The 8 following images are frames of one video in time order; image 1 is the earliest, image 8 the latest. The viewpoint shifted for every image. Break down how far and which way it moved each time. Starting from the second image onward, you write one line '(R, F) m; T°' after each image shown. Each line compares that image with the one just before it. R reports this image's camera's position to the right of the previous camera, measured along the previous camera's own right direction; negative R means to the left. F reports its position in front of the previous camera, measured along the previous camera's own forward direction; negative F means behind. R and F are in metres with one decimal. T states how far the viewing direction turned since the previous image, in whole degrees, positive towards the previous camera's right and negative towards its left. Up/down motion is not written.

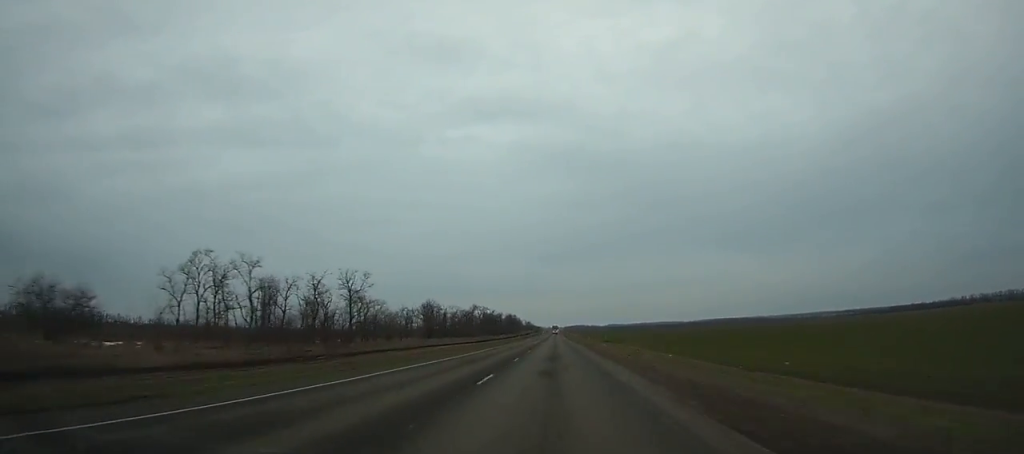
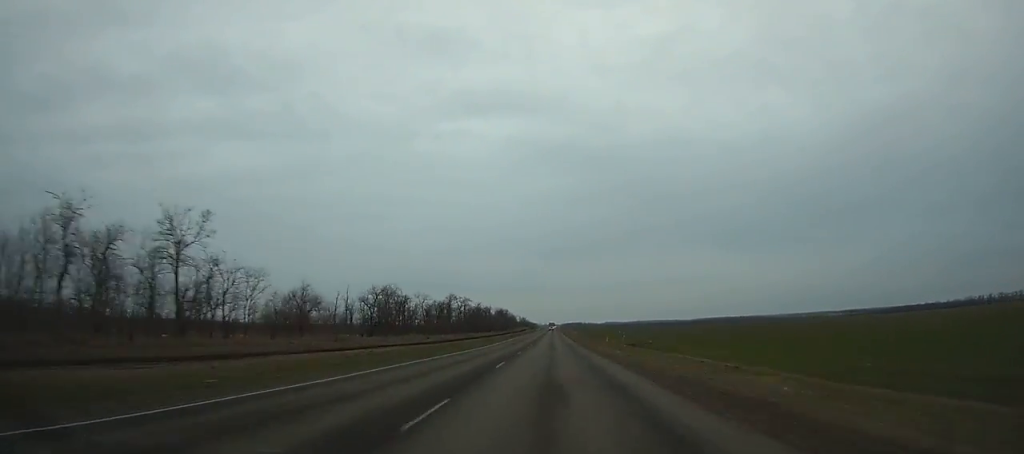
(+0.1, +42.5) m; 0°
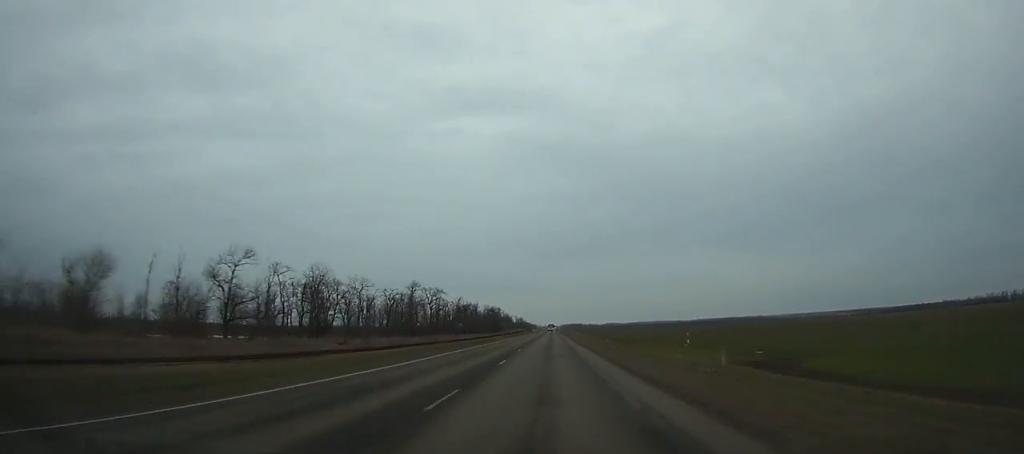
(0.0, +45.9) m; 0°
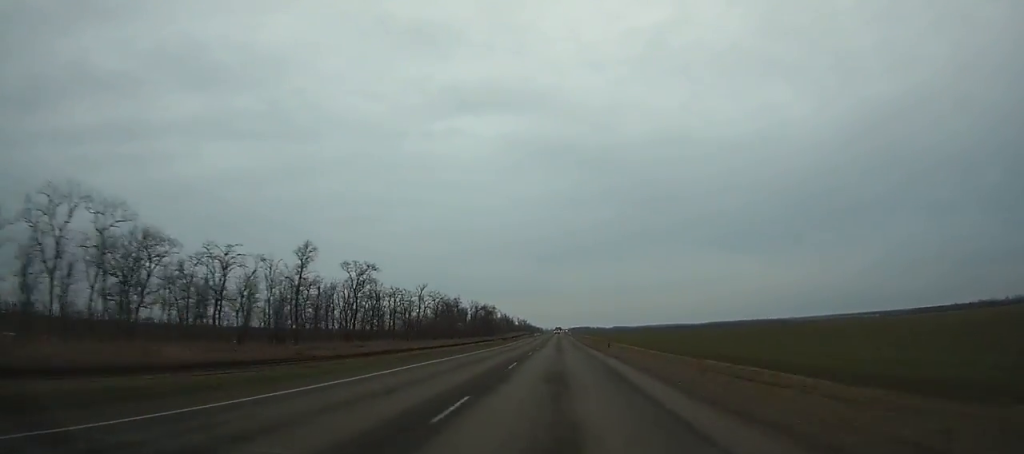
(0.0, +60.5) m; 0°
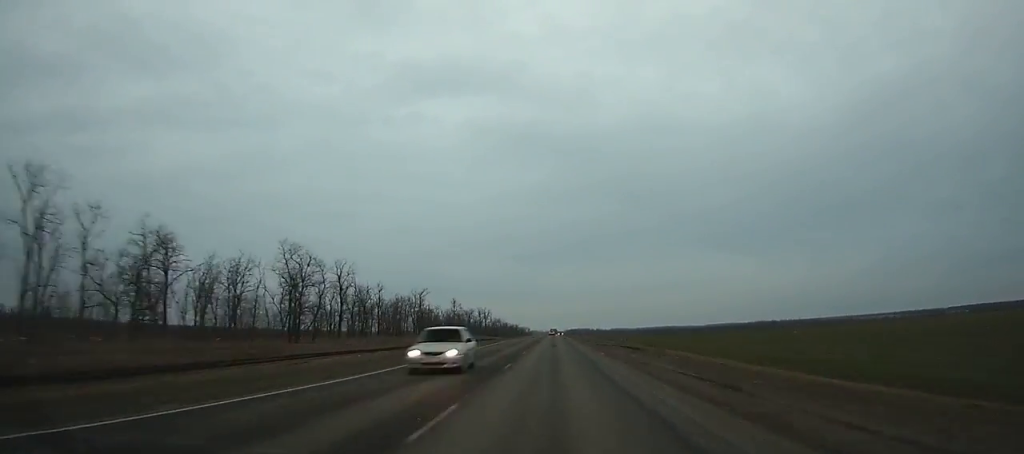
(+0.4, +248.7) m; 0°
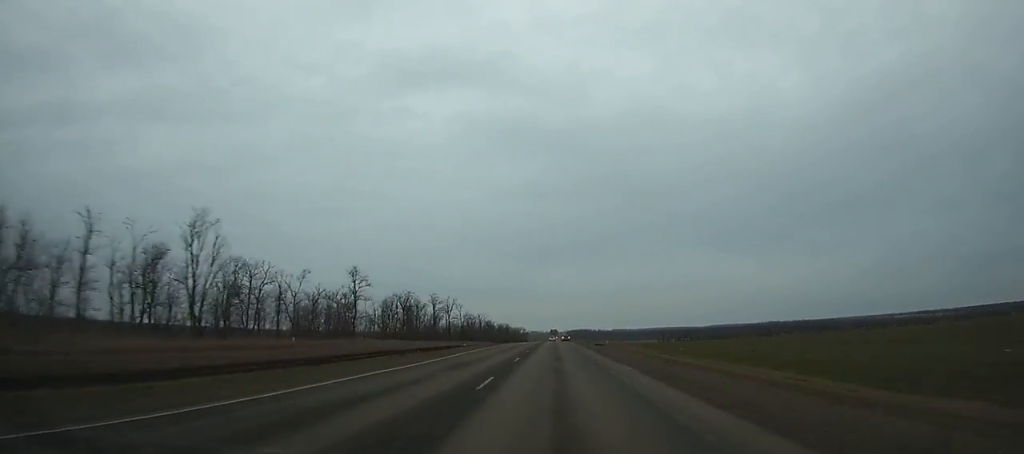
(-0.1, +87.0) m; 0°
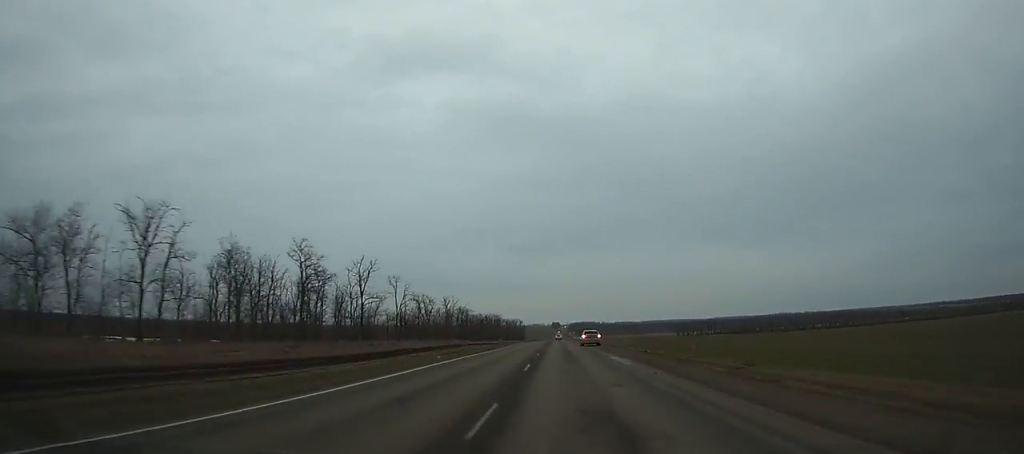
(-0.3, +77.0) m; 0°
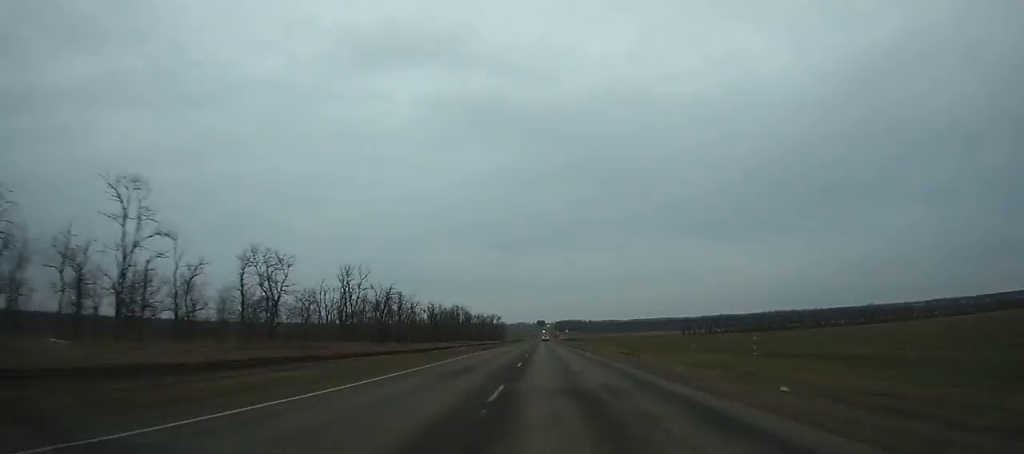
(+0.5, +67.7) m; 0°
